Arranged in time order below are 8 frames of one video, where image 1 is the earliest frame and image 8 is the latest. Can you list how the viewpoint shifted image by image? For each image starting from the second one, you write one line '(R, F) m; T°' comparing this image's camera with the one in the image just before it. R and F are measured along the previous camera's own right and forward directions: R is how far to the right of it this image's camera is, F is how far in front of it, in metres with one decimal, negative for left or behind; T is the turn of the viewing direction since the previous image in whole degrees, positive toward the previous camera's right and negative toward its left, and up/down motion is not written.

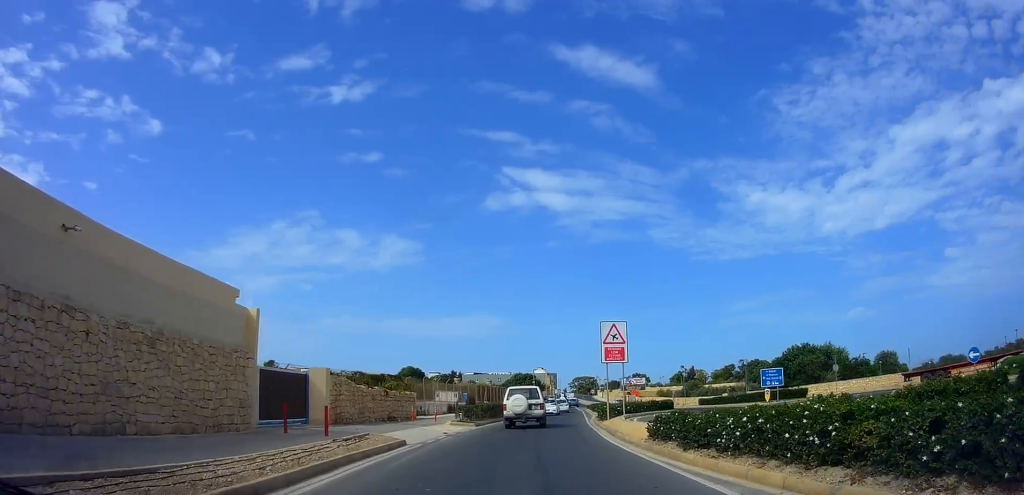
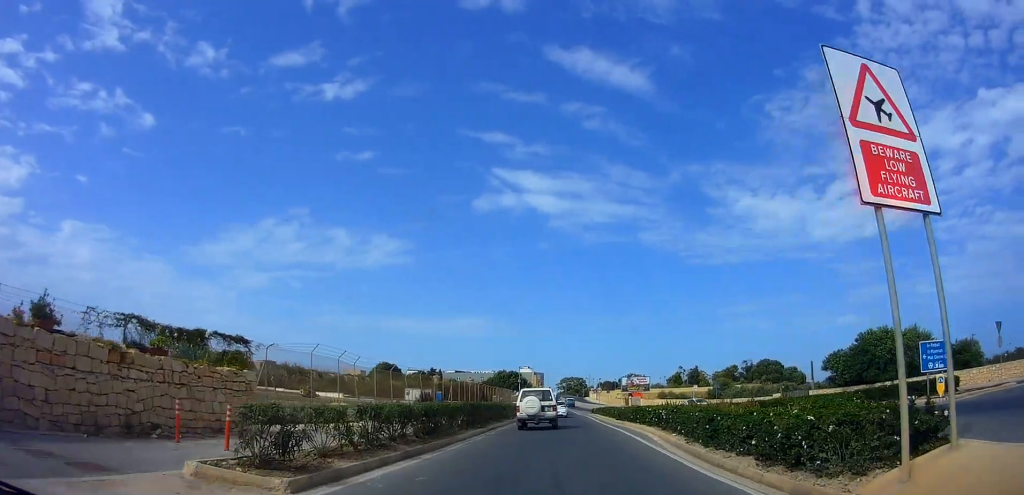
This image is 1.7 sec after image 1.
(-0.7, +19.8) m; 0°
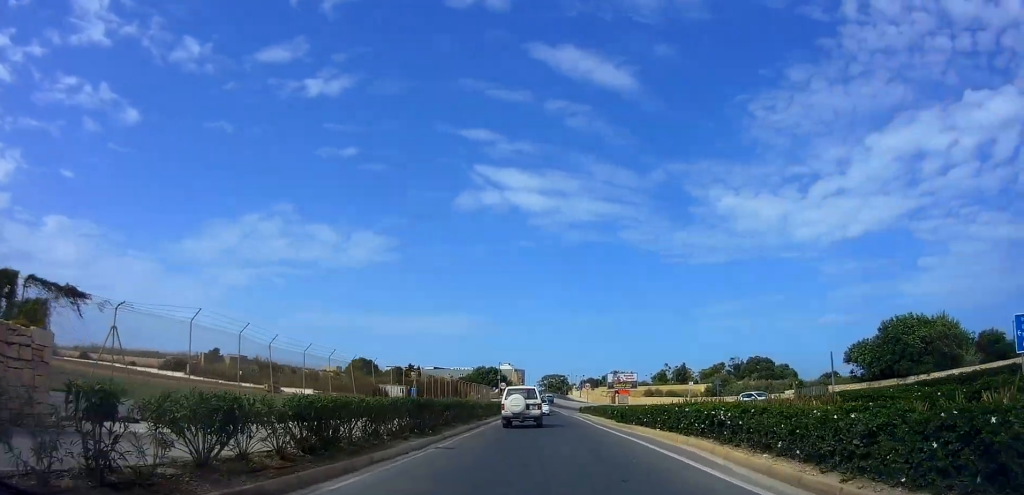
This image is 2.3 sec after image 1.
(+0.2, +7.2) m; +1°
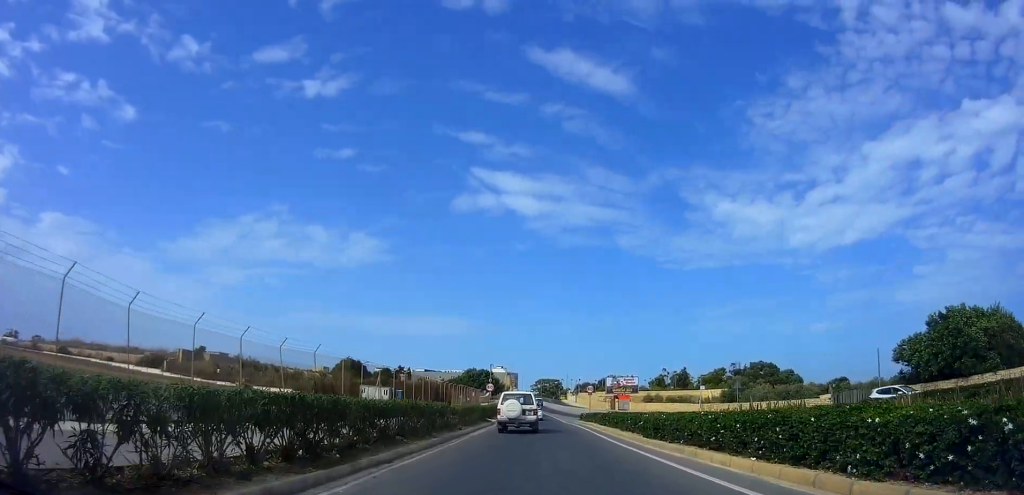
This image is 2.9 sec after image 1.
(+0.2, +7.7) m; +1°
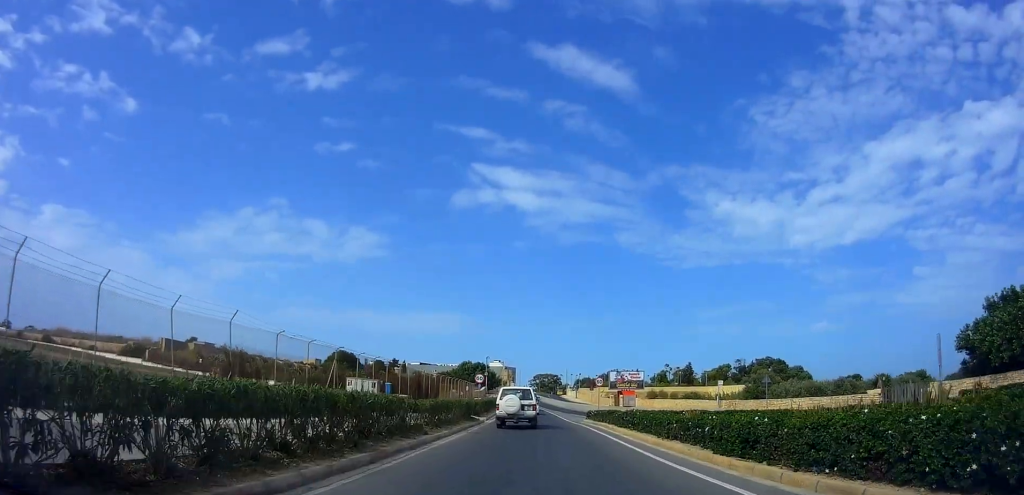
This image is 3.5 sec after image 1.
(0.0, +7.0) m; 0°
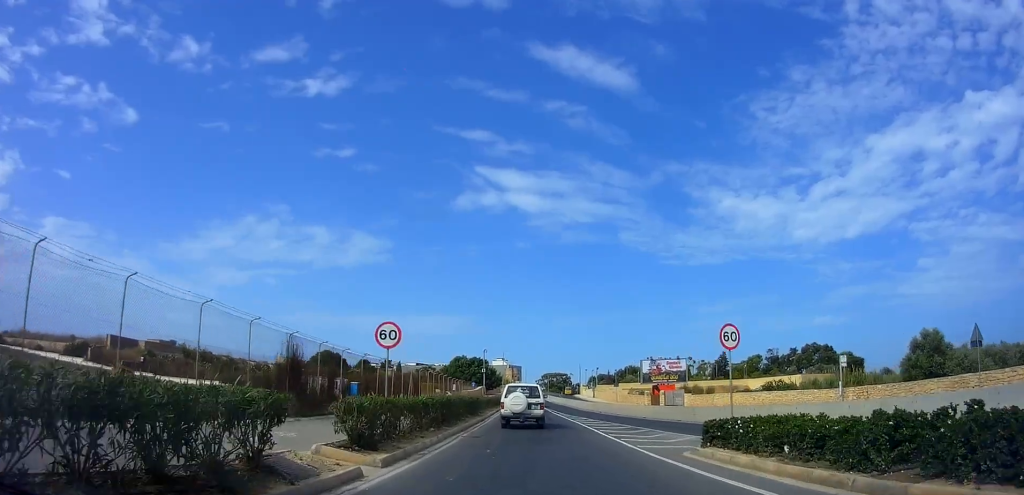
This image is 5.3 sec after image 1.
(-0.5, +23.1) m; -2°
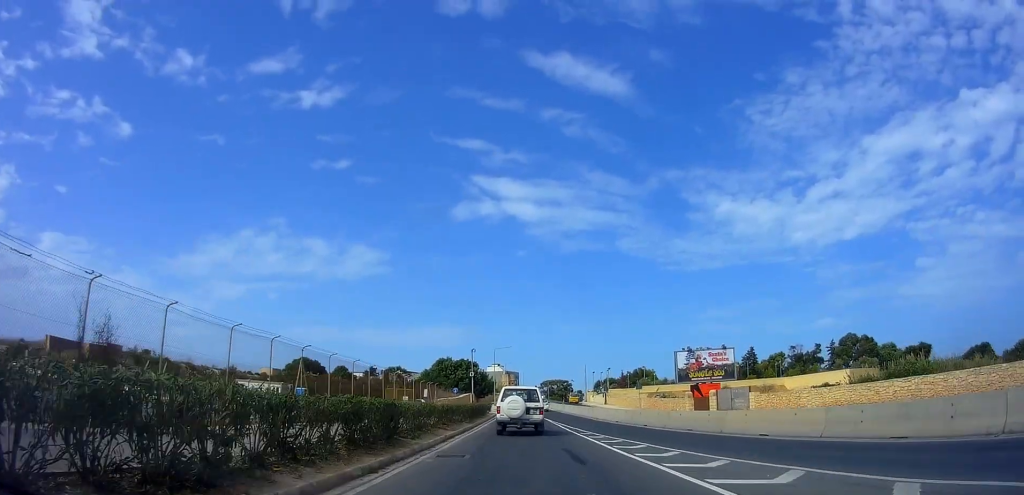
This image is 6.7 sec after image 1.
(+0.6, +18.8) m; +3°
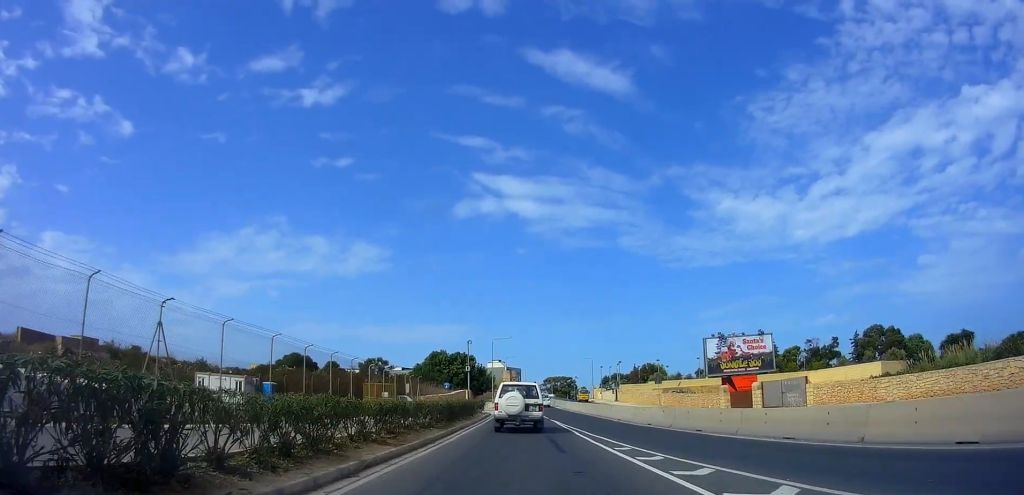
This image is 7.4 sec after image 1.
(0.0, +9.0) m; -2°
